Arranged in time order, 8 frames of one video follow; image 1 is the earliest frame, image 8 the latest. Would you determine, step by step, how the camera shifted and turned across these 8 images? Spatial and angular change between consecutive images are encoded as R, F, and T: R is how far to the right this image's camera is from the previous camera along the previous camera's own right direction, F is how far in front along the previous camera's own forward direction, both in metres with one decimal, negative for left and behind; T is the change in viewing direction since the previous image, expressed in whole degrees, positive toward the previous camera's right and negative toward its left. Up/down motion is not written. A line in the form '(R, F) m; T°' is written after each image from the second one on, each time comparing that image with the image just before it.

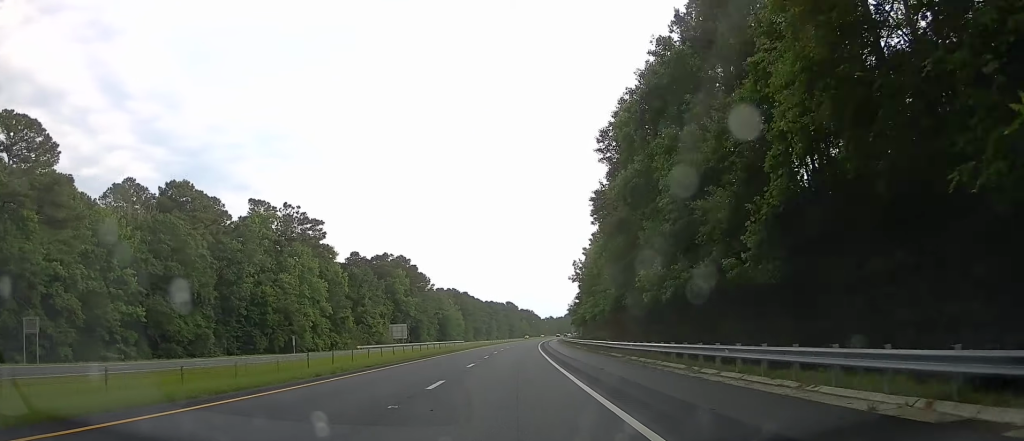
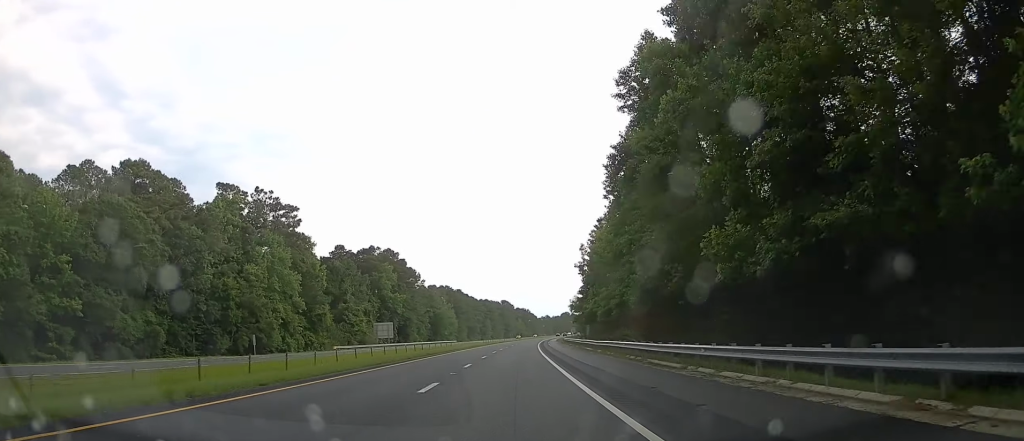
(-0.2, +13.2) m; 0°
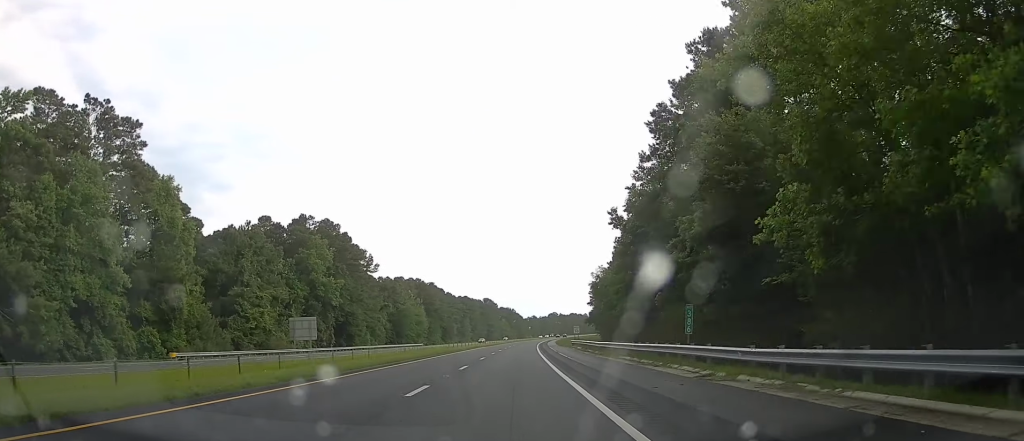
(+0.9, +49.4) m; +2°
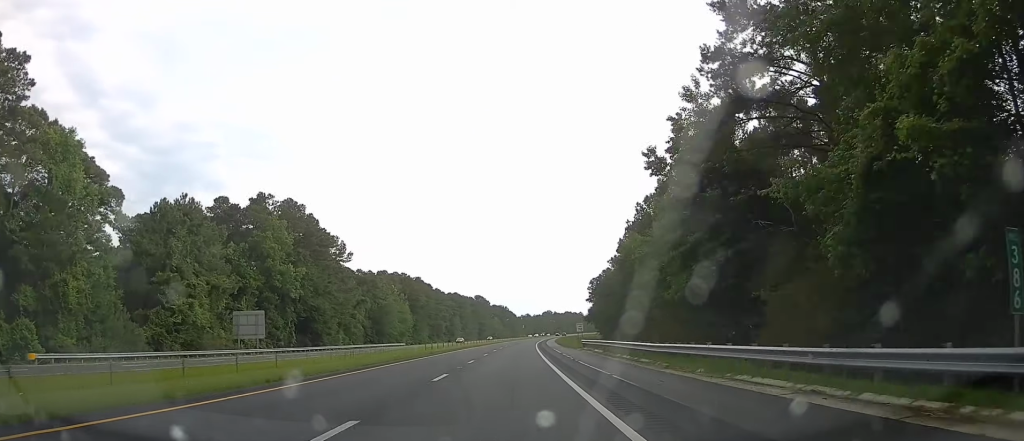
(-0.1, +19.8) m; +1°
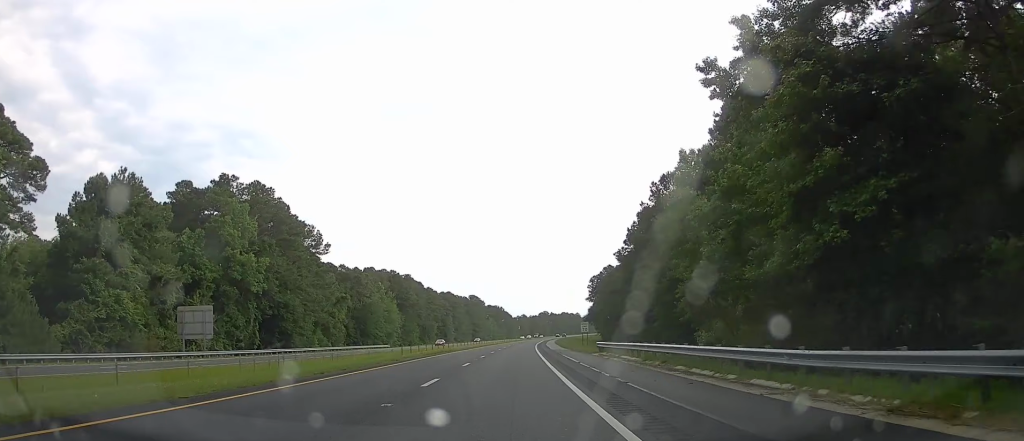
(+0.1, +14.3) m; 0°
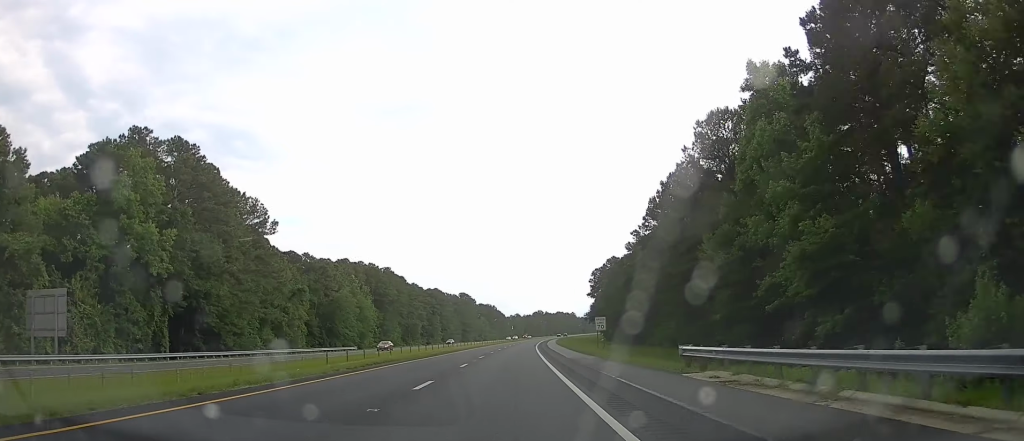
(+0.5, +25.3) m; +1°
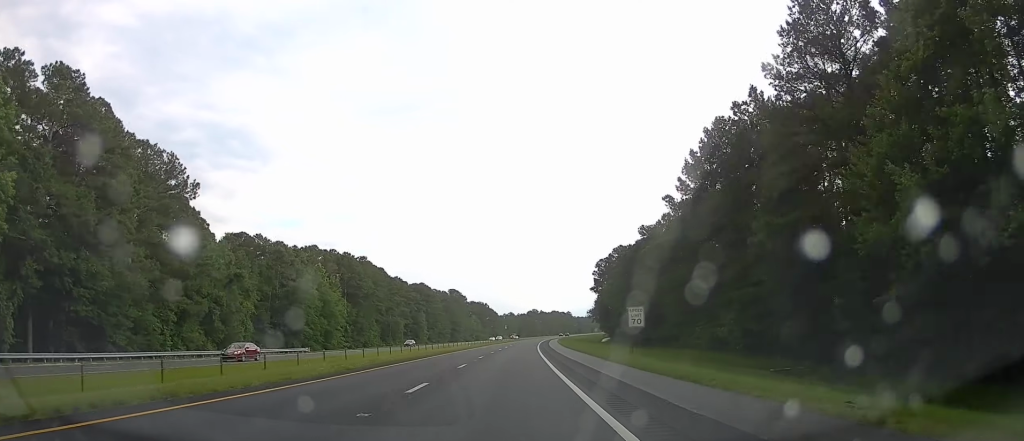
(-0.3, +25.3) m; 0°
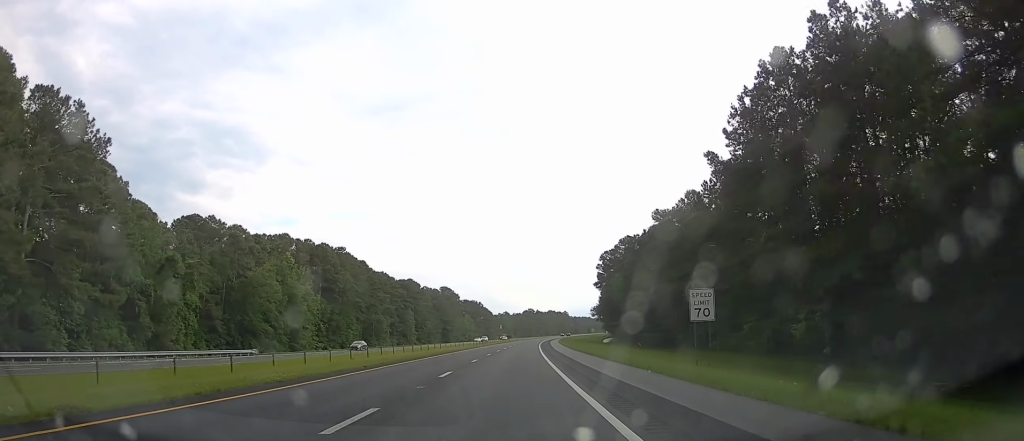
(0.0, +18.6) m; 0°
